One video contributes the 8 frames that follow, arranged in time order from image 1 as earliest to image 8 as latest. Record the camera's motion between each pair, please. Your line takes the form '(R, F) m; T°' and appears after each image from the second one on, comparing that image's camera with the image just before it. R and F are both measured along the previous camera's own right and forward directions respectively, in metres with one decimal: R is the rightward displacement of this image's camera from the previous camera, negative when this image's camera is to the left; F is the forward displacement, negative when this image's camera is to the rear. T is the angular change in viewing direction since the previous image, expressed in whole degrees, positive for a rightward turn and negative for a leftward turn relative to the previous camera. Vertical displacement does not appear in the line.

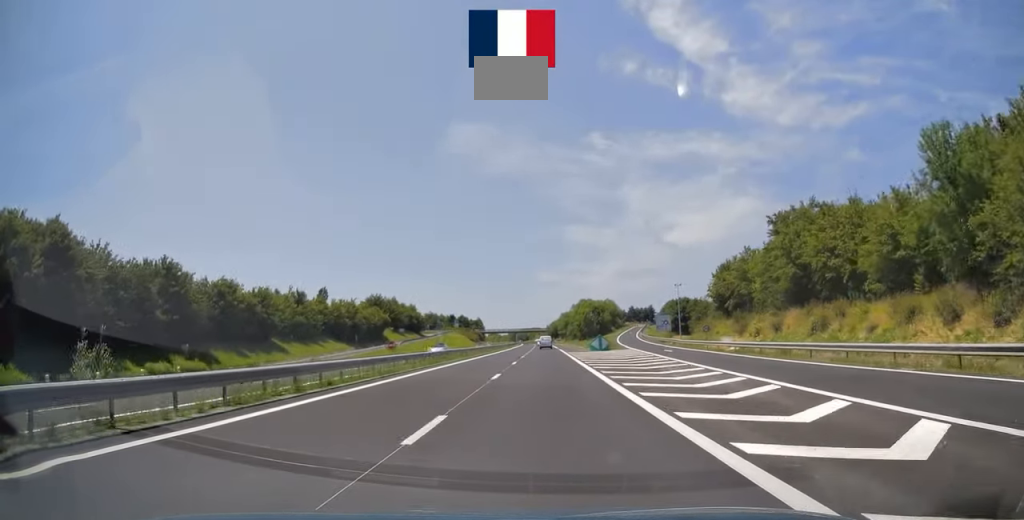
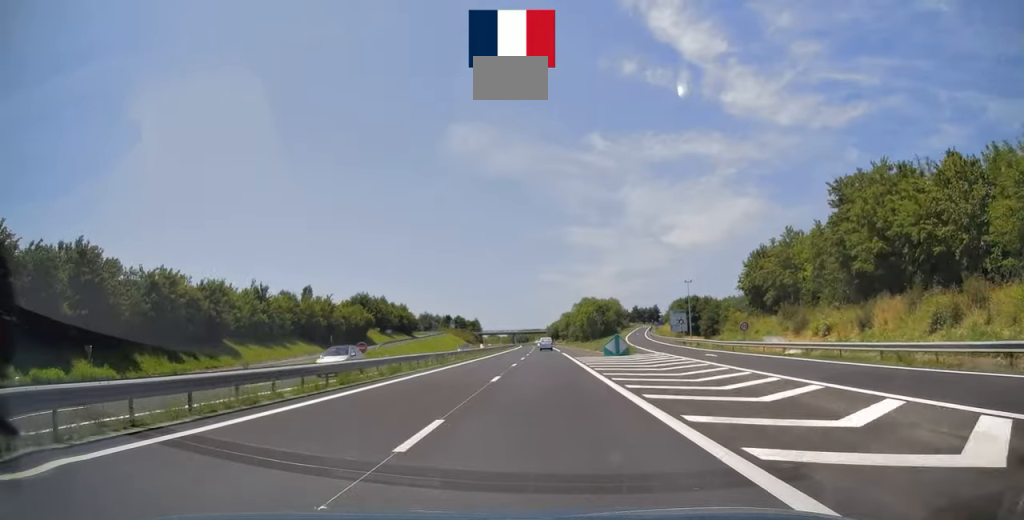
(0.0, +13.5) m; 0°
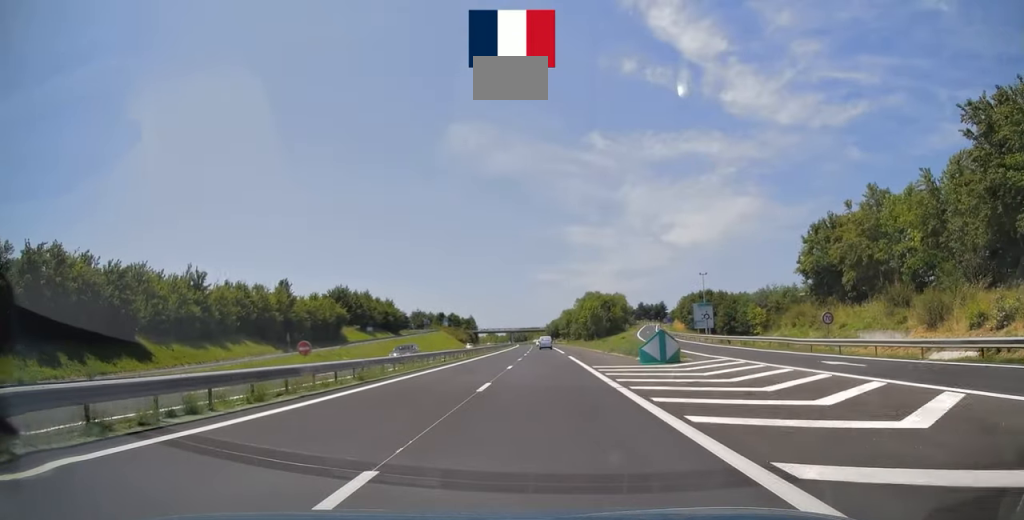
(0.0, +17.2) m; 0°
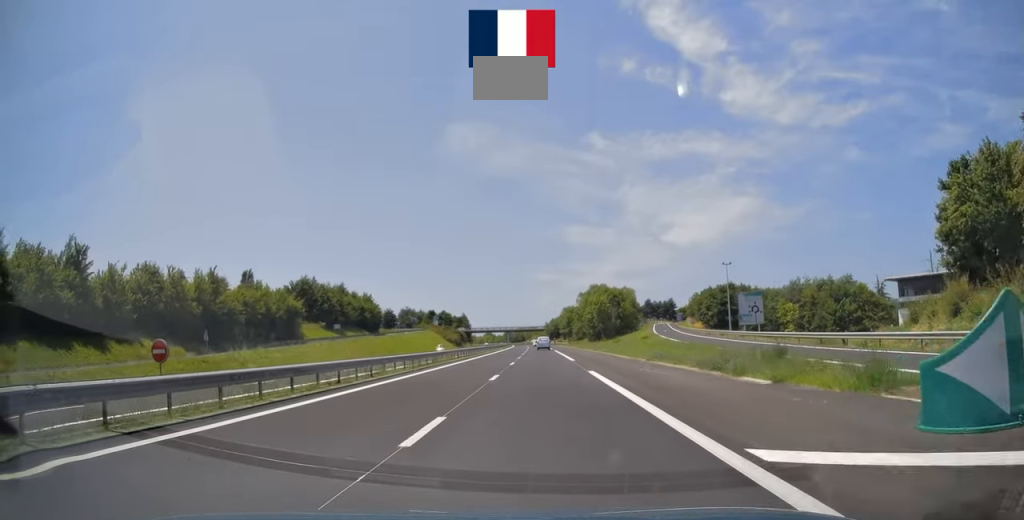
(0.0, +21.6) m; 0°
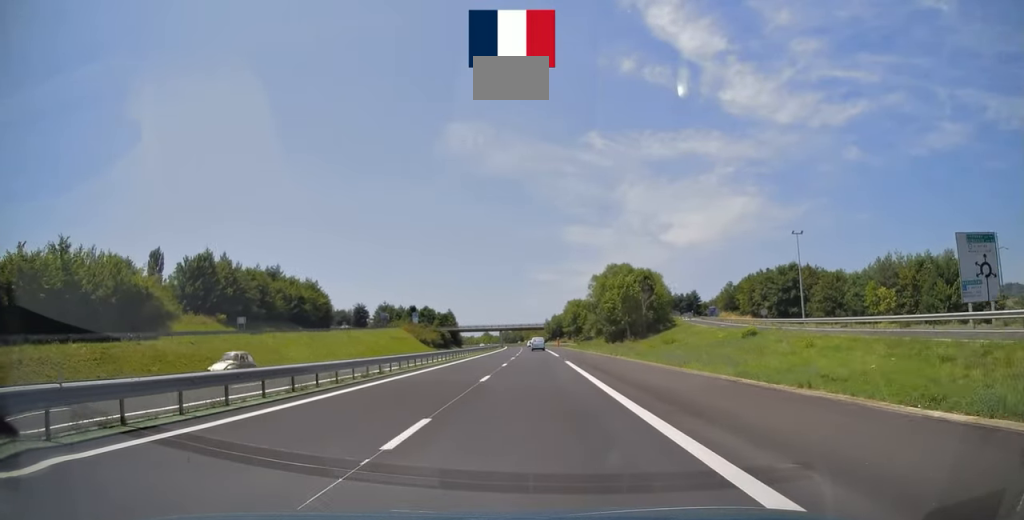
(0.0, +39.2) m; 0°
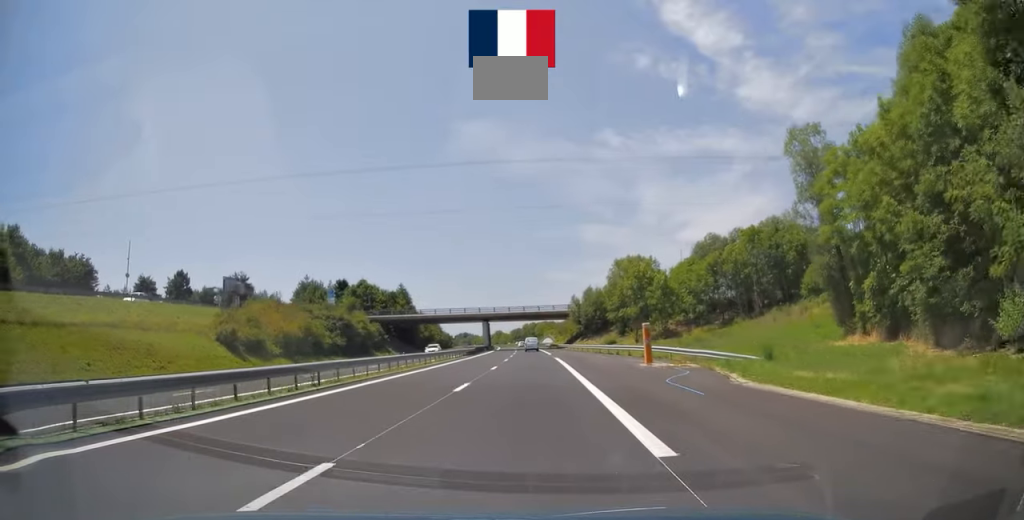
(-0.3, +95.1) m; -1°
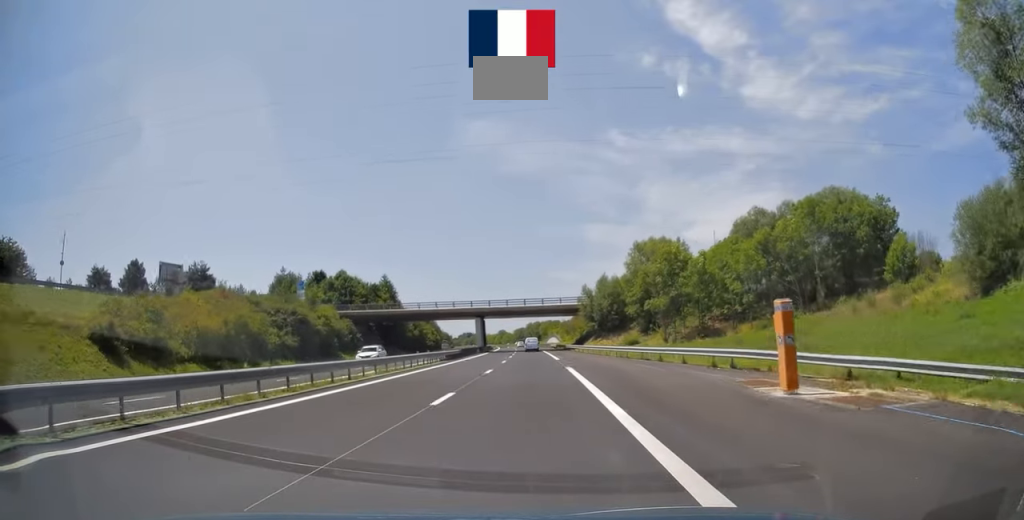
(-0.2, +16.6) m; 0°
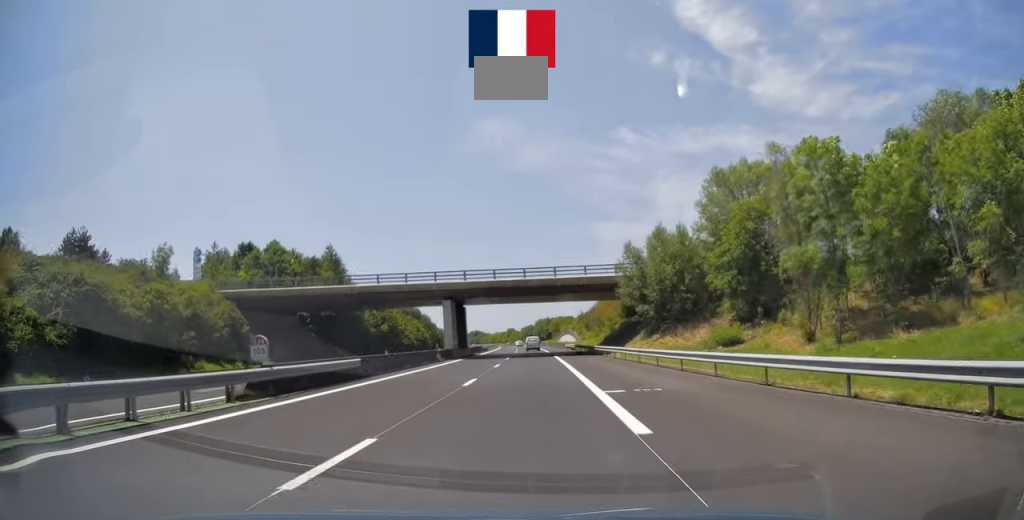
(-0.2, +33.8) m; -1°
